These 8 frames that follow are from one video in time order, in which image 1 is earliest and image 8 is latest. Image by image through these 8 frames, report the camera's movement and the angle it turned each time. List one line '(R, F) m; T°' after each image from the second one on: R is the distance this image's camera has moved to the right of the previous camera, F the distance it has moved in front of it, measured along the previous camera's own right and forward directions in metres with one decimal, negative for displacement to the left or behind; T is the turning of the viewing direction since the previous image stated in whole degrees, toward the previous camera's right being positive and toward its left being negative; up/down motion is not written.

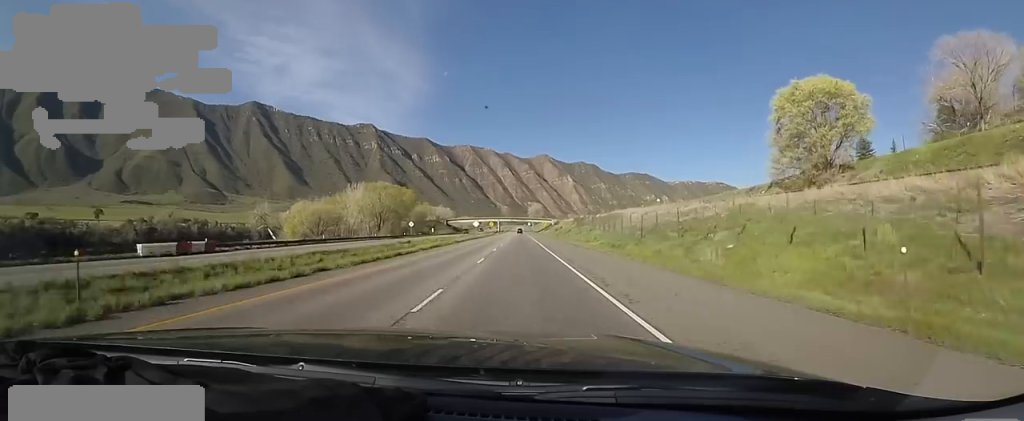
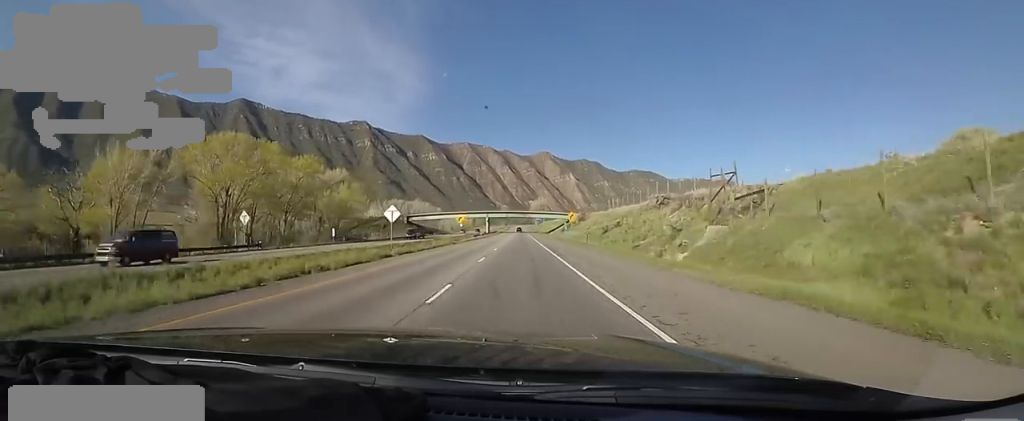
(-1.1, +83.4) m; -2°
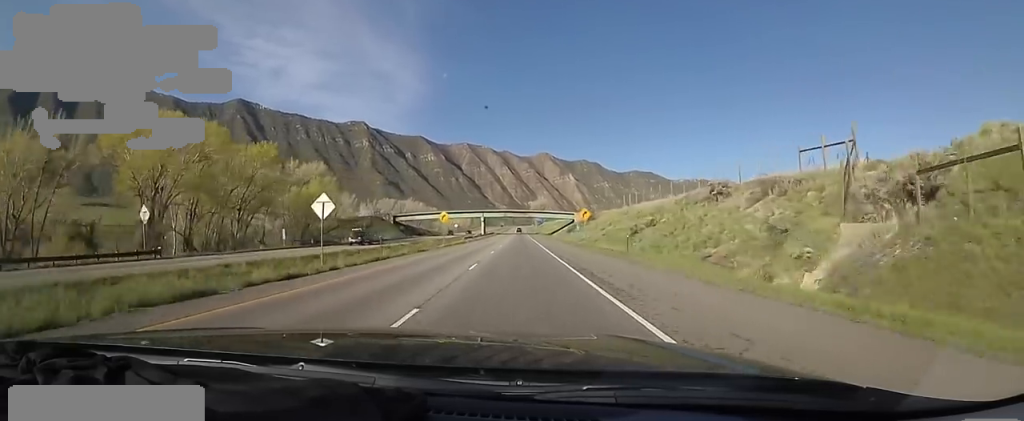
(0.0, +15.9) m; +1°
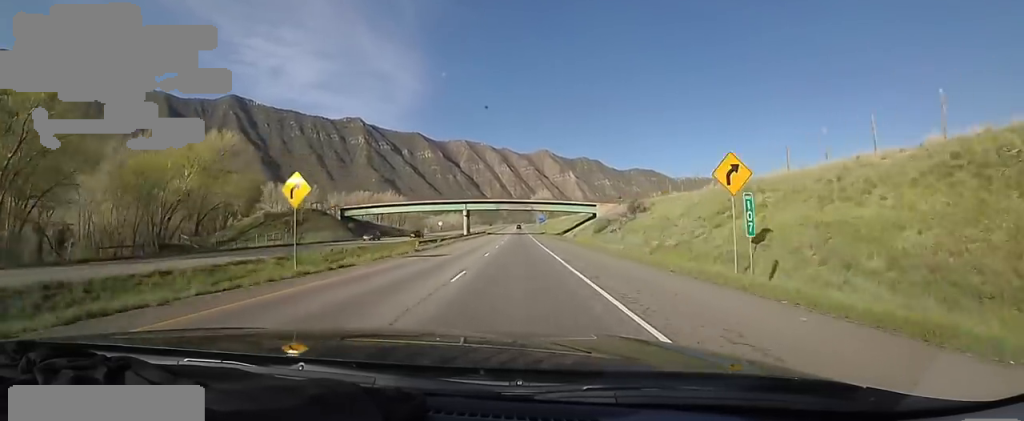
(+0.9, +41.0) m; +1°
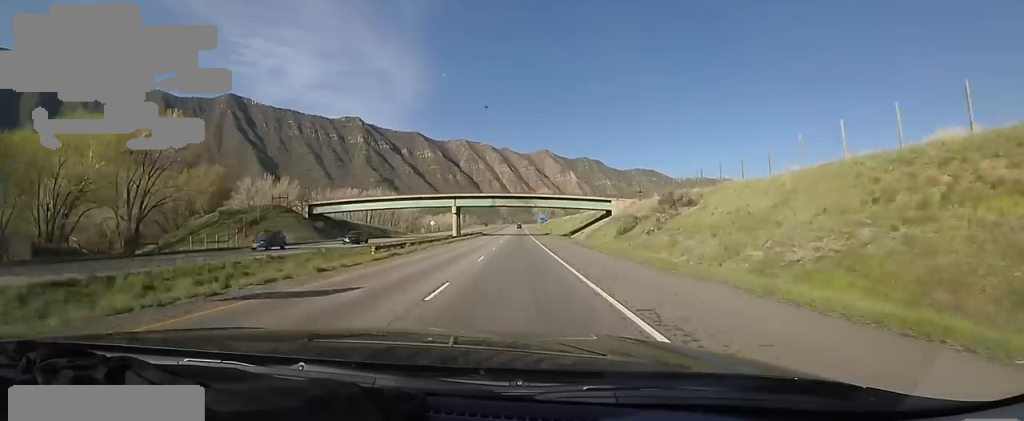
(+0.3, +15.7) m; 0°
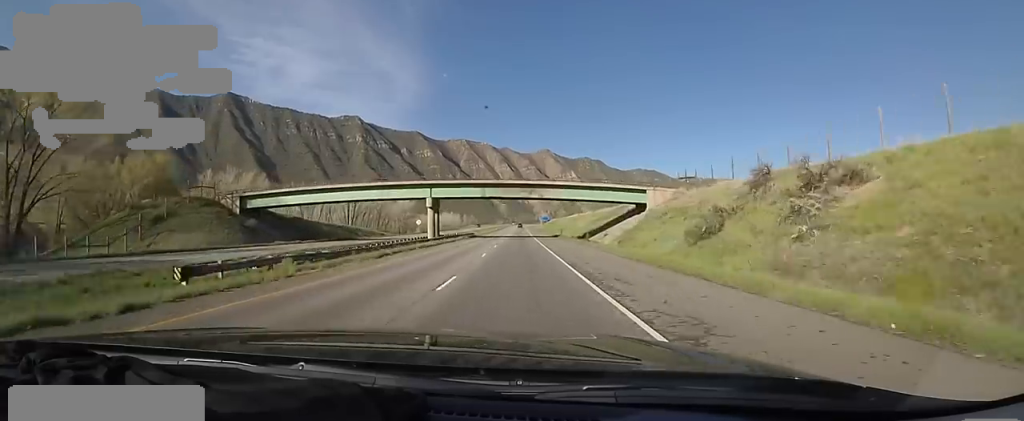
(-0.7, +22.0) m; -1°
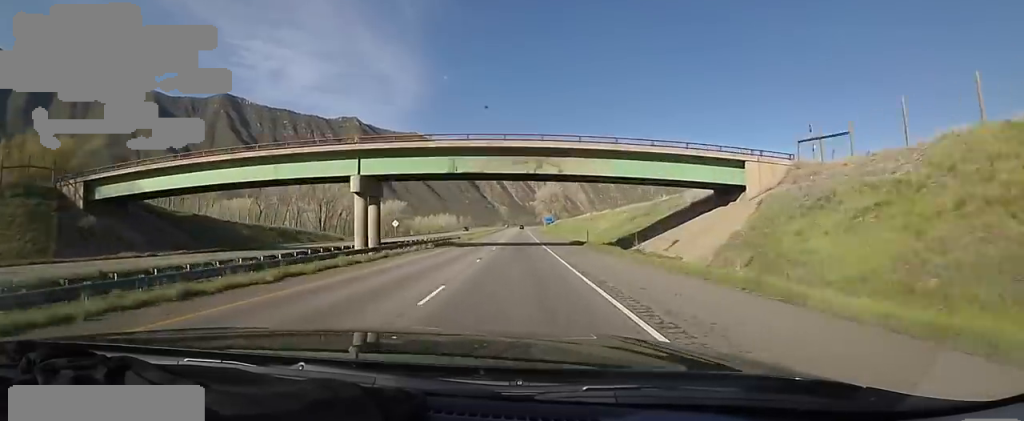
(-0.2, +26.2) m; -1°
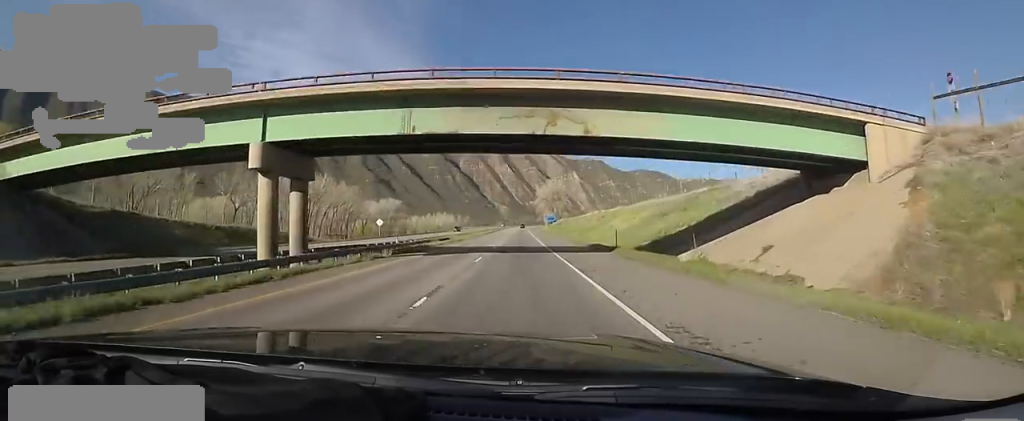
(+0.1, +12.5) m; 0°
